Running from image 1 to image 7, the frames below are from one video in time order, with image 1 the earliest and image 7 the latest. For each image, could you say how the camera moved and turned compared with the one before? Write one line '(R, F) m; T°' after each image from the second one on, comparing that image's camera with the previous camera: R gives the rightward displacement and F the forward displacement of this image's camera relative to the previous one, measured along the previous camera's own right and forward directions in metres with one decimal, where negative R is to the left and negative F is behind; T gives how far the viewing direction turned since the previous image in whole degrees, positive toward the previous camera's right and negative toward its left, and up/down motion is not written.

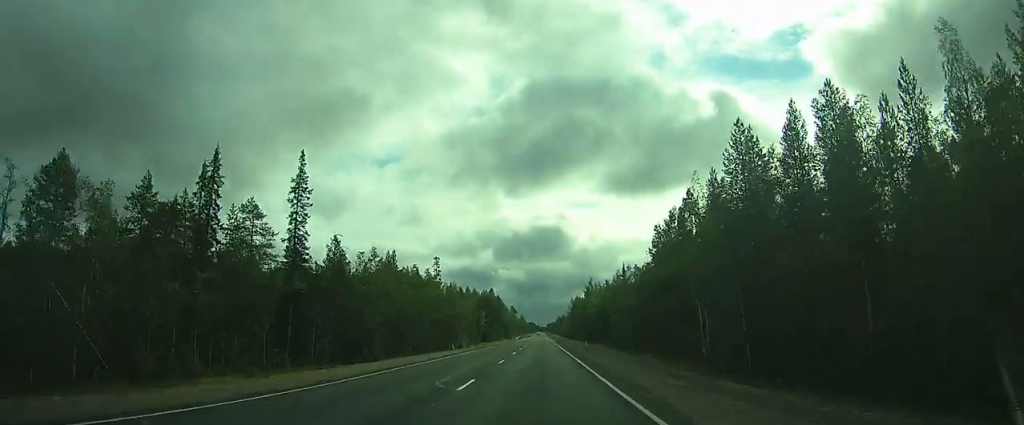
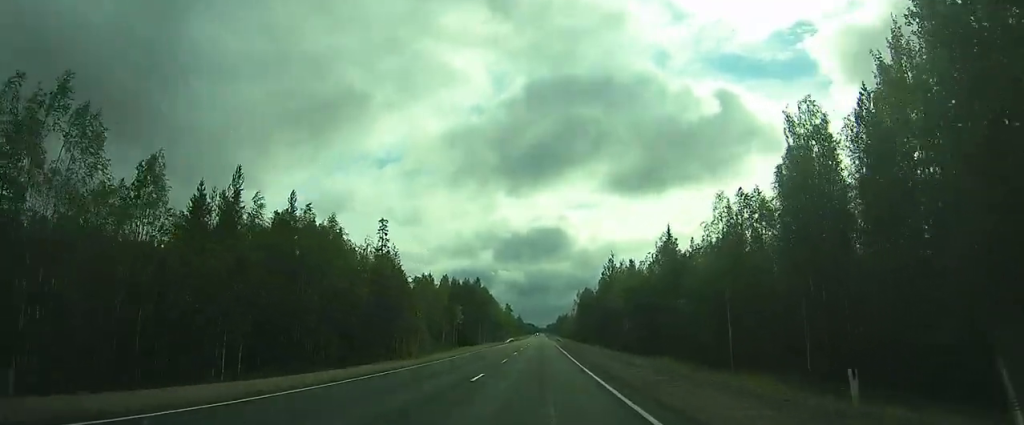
(+0.6, +42.3) m; +2°
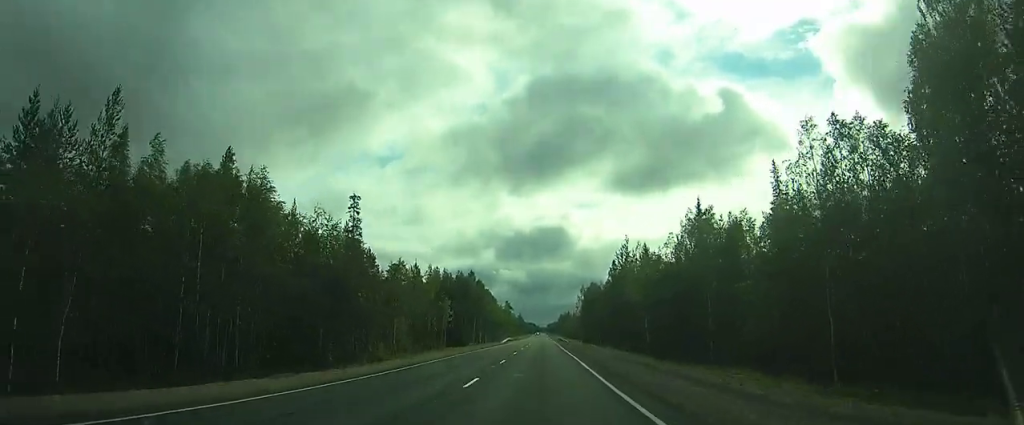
(+0.1, +13.7) m; 0°
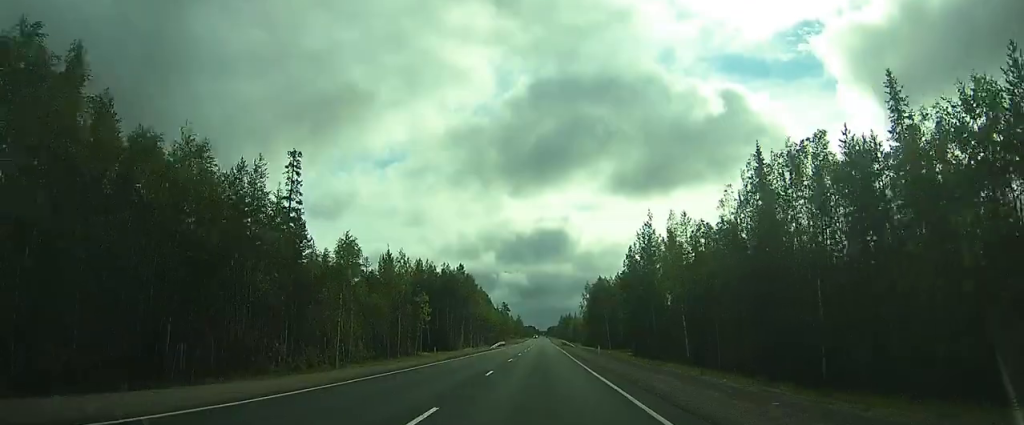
(0.0, +18.0) m; 0°
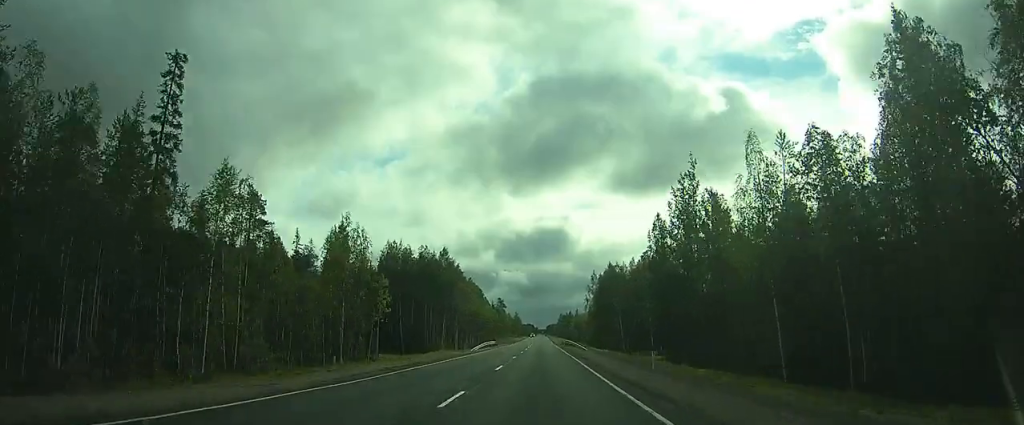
(-0.1, +19.5) m; 0°
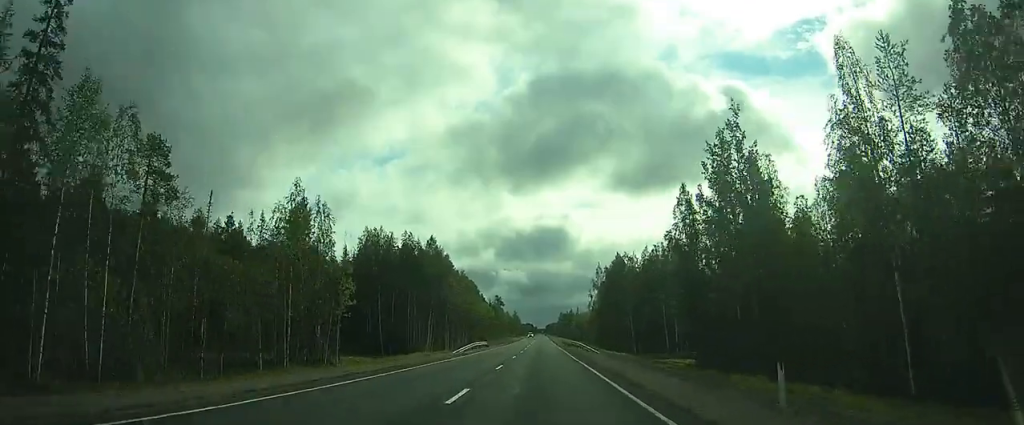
(0.0, +10.8) m; 0°
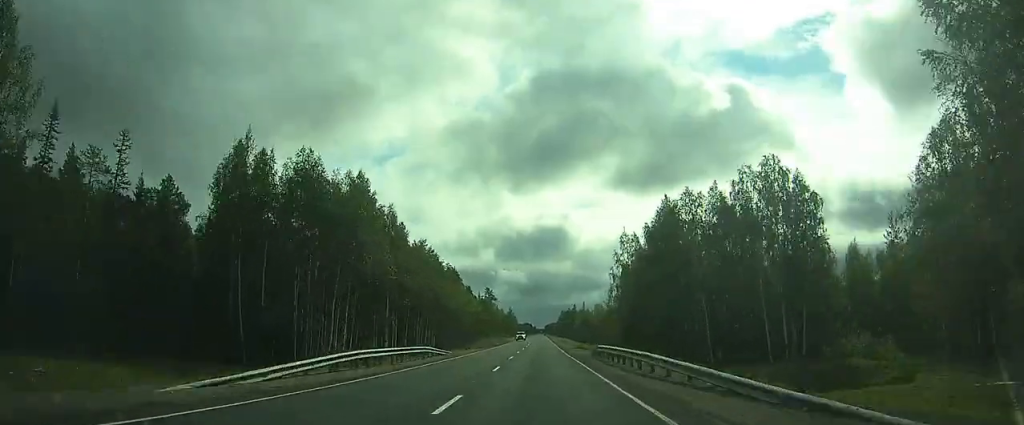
(-0.1, +35.8) m; -1°
